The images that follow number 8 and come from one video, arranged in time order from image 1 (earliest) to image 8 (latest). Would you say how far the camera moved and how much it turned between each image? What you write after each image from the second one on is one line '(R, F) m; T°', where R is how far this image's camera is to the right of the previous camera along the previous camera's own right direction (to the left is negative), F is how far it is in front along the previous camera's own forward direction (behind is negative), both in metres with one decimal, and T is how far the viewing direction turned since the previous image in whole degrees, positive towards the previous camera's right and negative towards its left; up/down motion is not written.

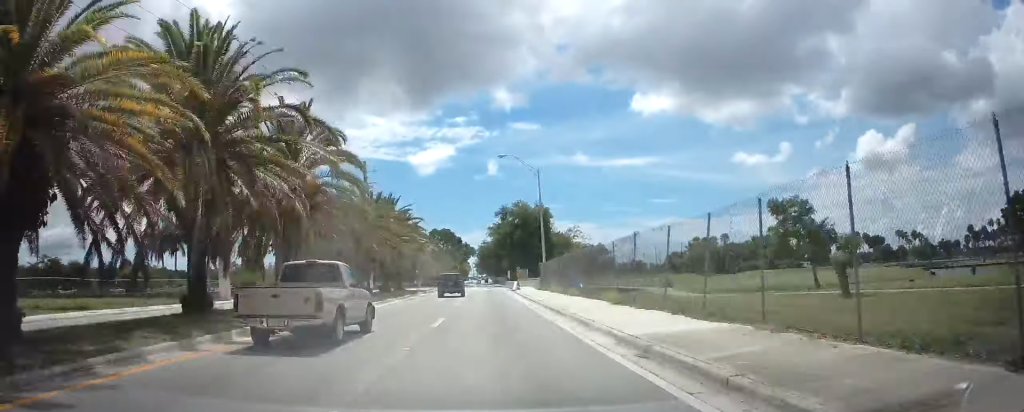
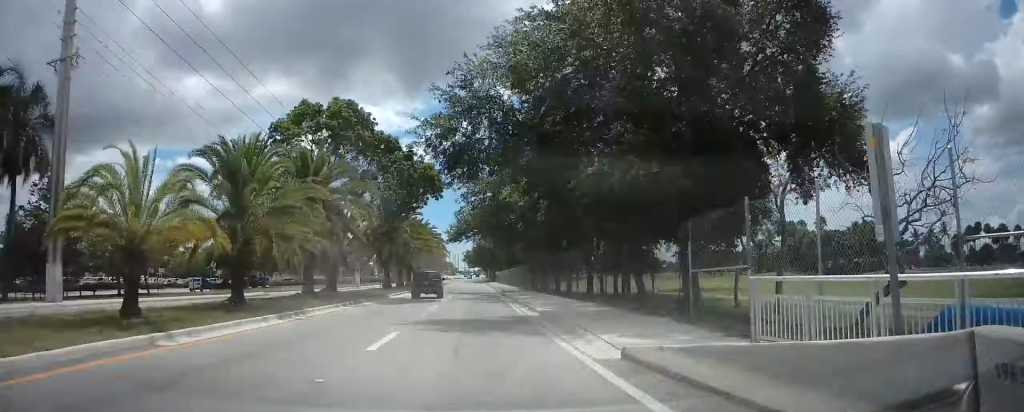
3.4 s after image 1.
(+0.6, +76.1) m; 0°
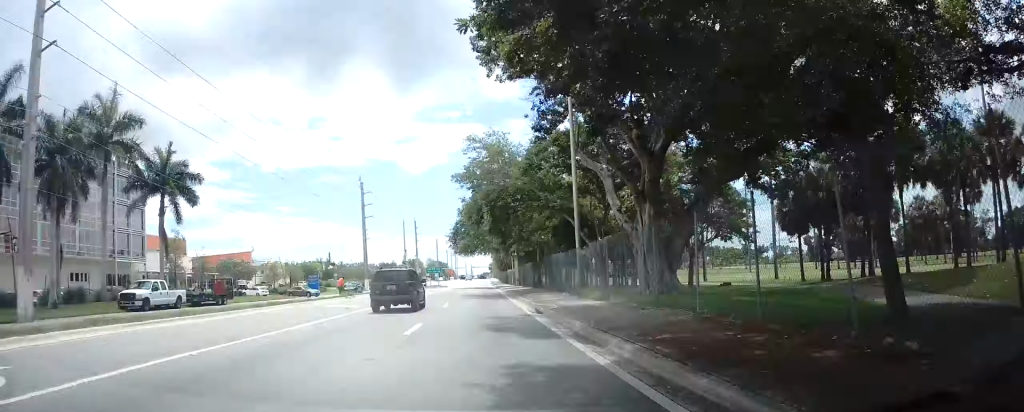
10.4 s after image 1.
(-1.1, +151.5) m; 0°
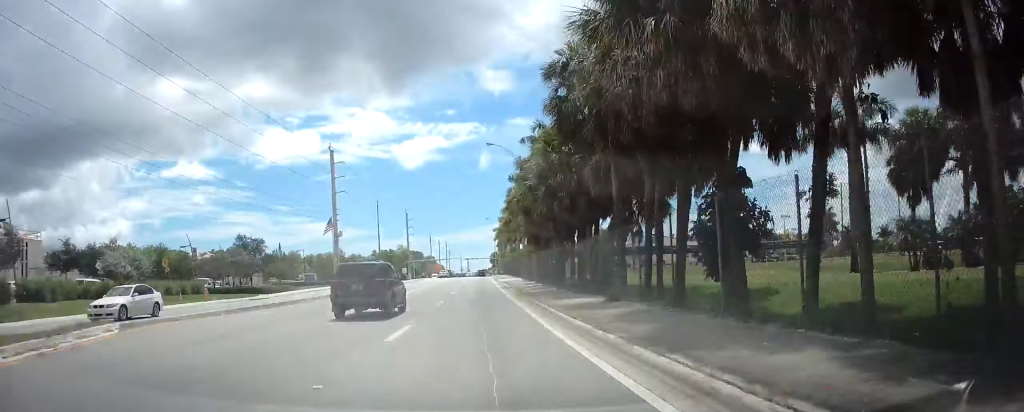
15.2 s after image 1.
(+0.7, +90.9) m; 0°
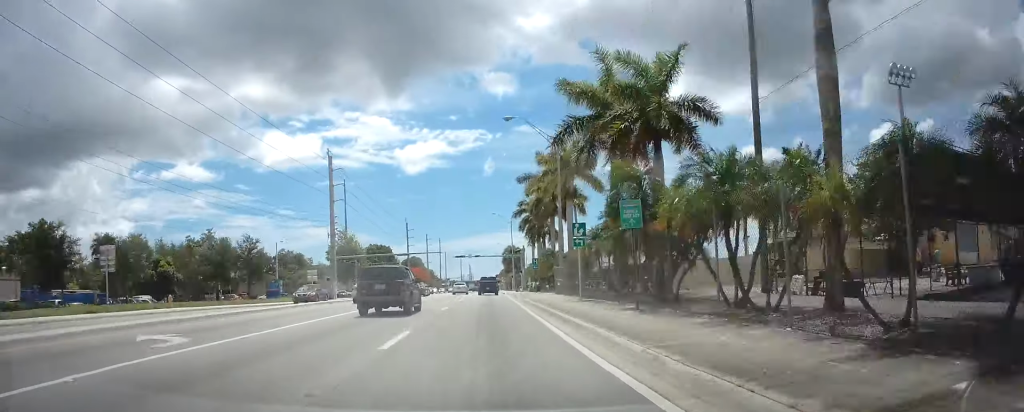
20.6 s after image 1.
(-0.5, +62.4) m; 0°
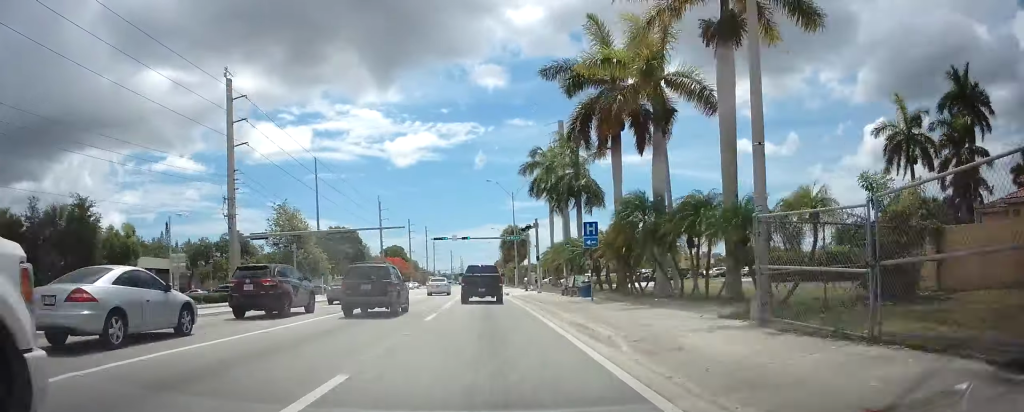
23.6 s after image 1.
(+0.2, +25.2) m; 0°
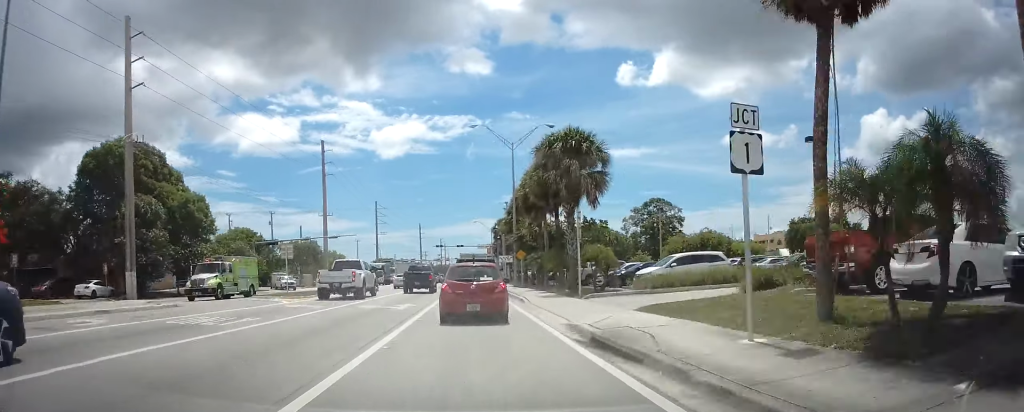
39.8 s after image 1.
(+2.6, +133.3) m; +4°
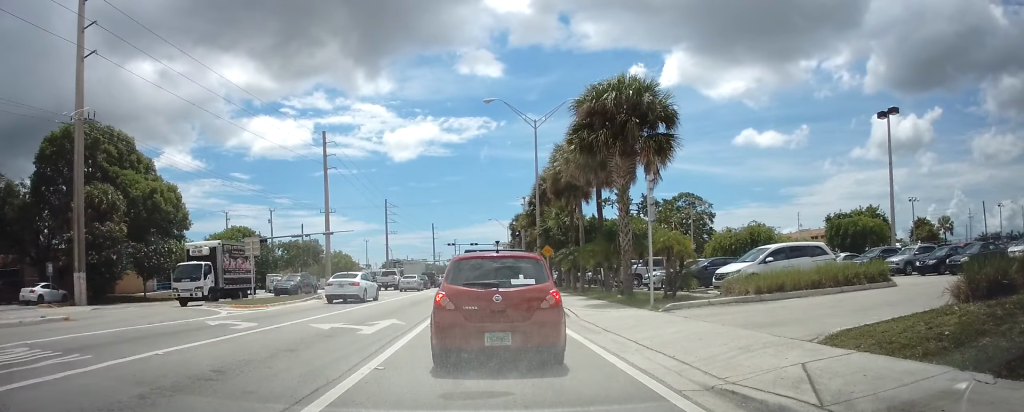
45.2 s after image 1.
(-0.1, +1.8) m; -4°
